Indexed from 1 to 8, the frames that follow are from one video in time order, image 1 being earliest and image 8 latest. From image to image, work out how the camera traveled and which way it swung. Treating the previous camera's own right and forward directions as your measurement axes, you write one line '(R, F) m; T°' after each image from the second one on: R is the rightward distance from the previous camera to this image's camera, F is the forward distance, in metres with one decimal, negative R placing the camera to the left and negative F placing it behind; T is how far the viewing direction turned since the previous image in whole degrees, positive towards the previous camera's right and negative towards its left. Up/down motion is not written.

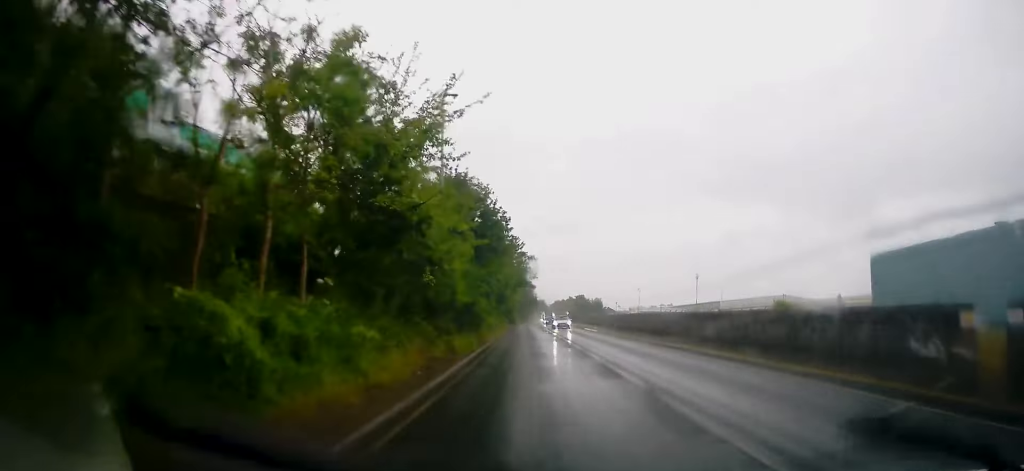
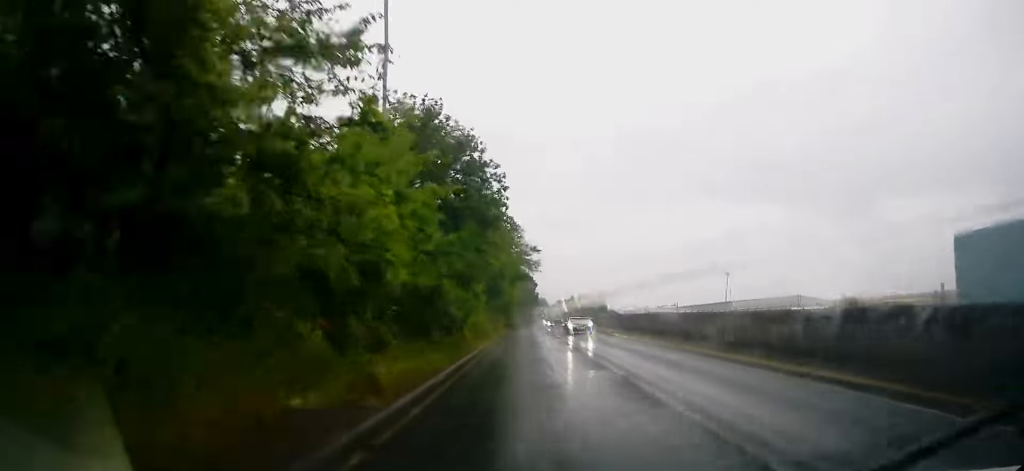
(0.0, +9.7) m; -1°
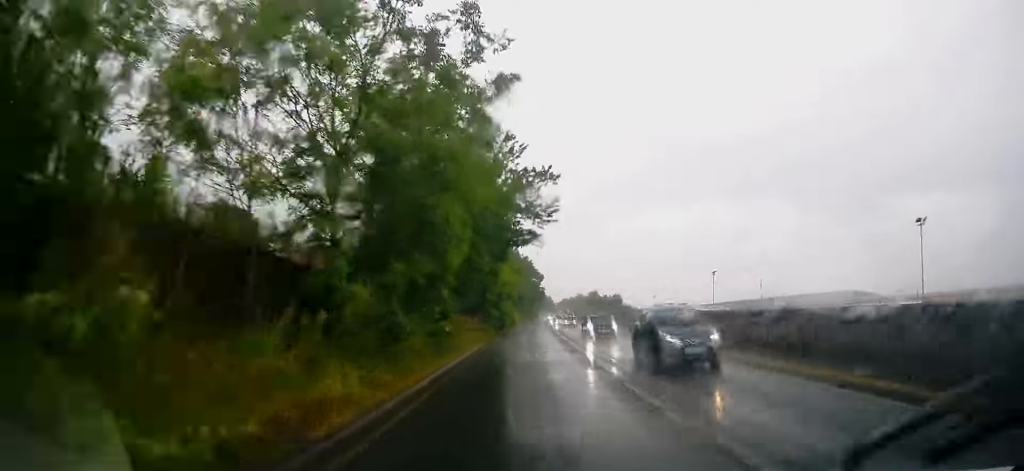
(0.0, +30.0) m; +2°
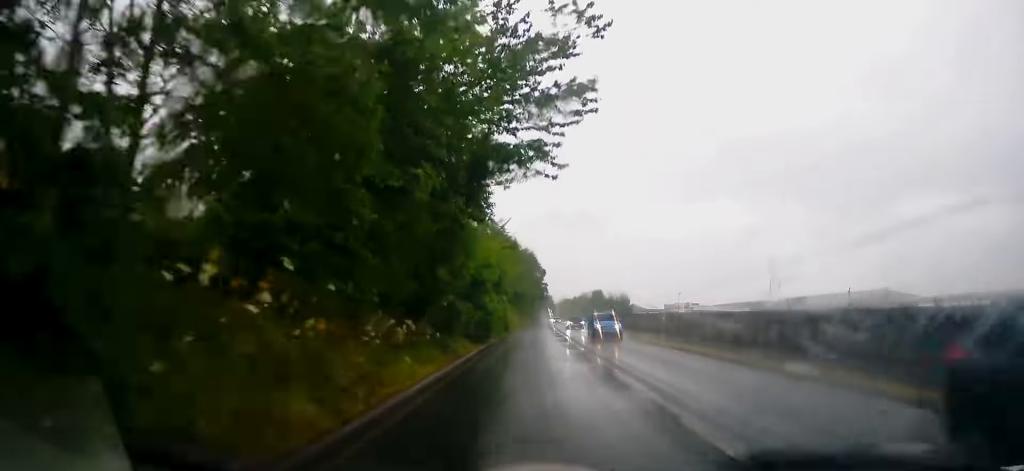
(0.0, +15.6) m; -1°
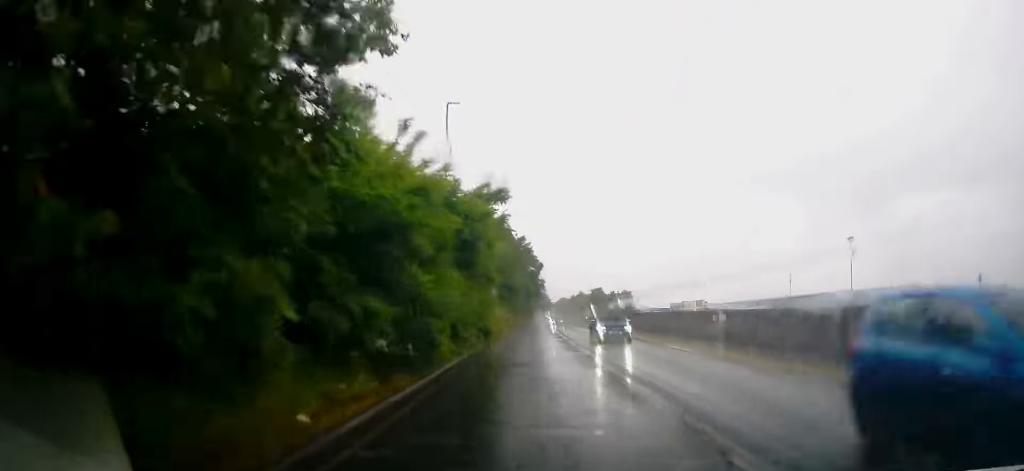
(-0.3, +13.8) m; +1°
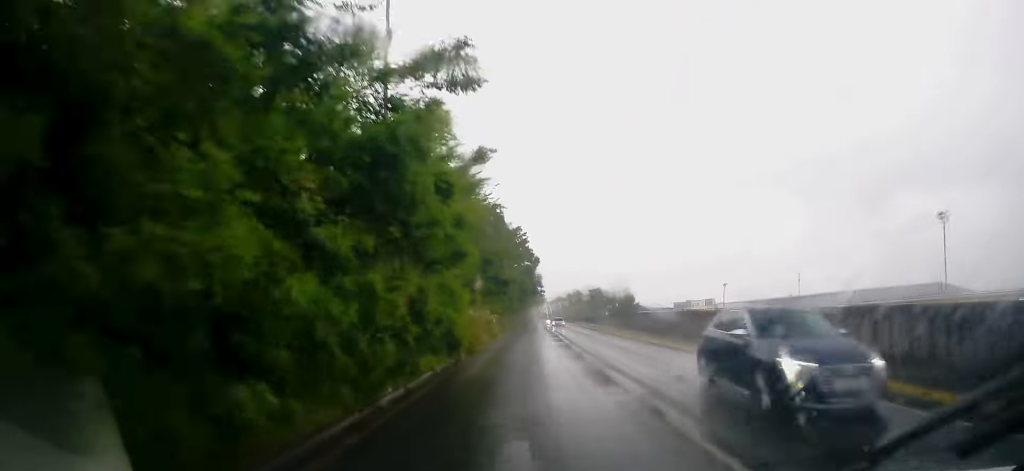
(+0.3, +9.8) m; +2°
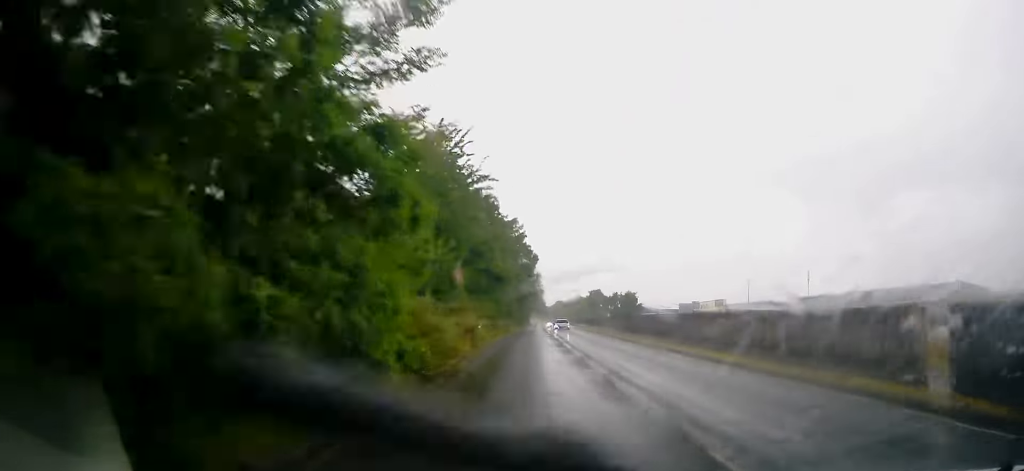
(0.0, +7.9) m; -1°
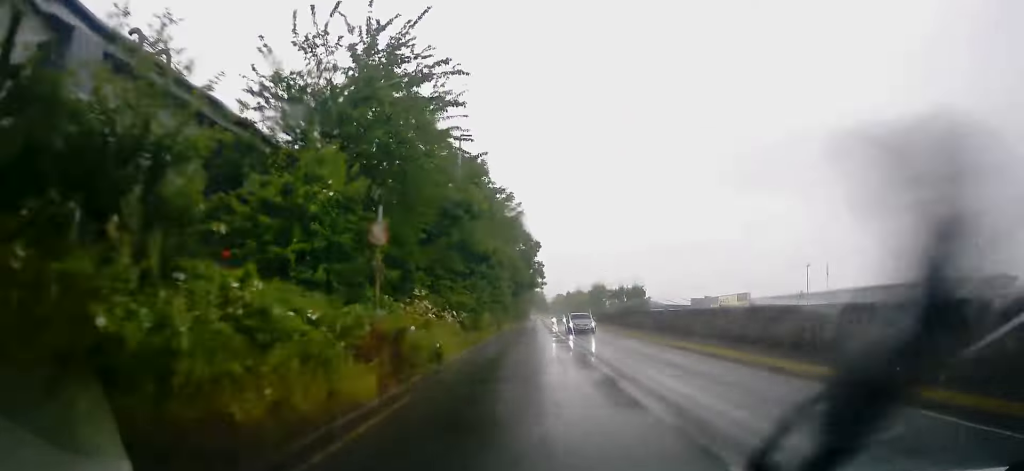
(-0.2, +12.8) m; -1°
